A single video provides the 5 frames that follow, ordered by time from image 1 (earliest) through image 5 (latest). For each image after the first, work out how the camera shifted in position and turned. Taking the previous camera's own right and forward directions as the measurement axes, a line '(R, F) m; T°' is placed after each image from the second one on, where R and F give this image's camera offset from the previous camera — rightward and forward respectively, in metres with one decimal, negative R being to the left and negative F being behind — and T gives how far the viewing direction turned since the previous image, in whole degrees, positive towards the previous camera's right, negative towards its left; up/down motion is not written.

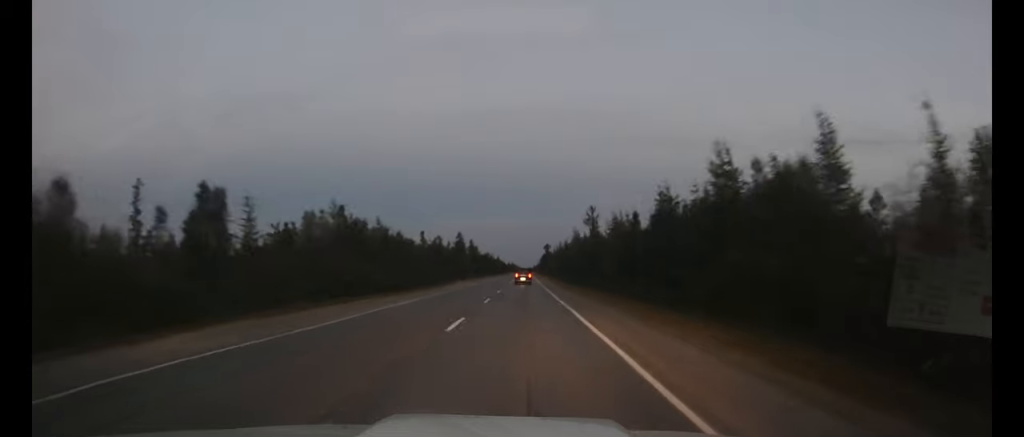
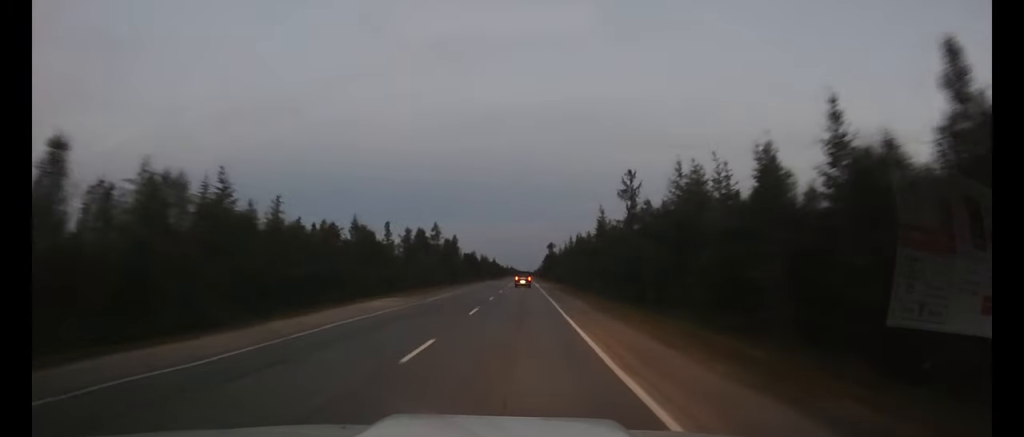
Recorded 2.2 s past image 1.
(+0.4, +40.1) m; +1°
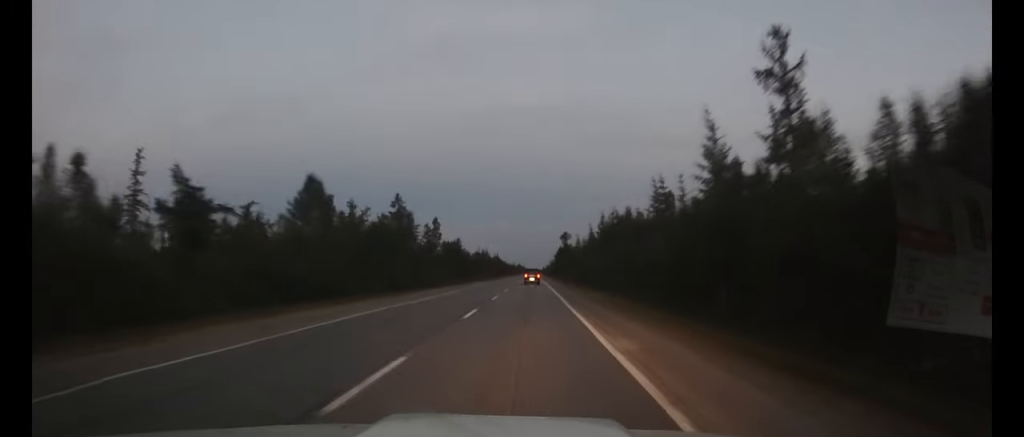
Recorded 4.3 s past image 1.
(-0.1, +39.0) m; 0°
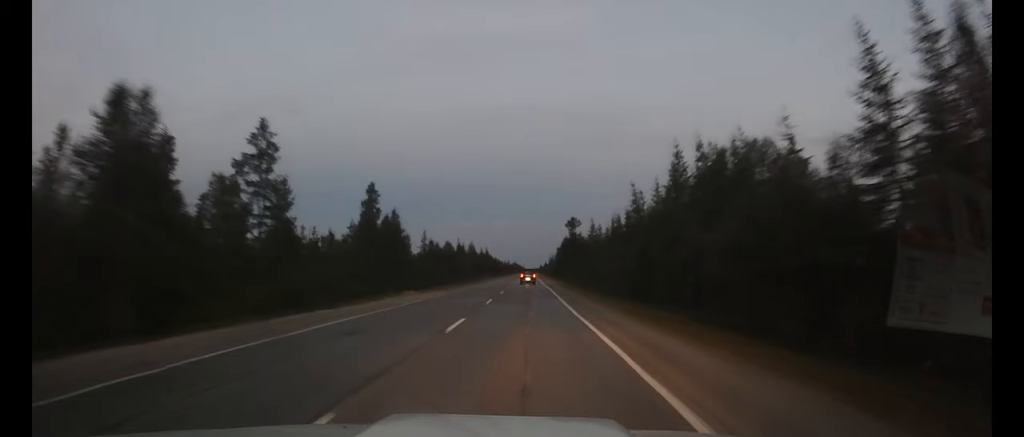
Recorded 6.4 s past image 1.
(-0.1, +39.7) m; 0°
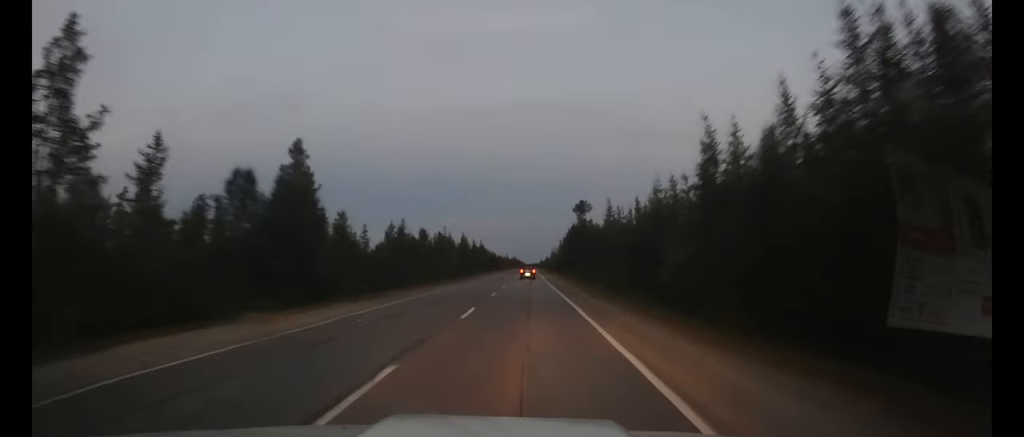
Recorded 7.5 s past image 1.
(0.0, +21.0) m; 0°
